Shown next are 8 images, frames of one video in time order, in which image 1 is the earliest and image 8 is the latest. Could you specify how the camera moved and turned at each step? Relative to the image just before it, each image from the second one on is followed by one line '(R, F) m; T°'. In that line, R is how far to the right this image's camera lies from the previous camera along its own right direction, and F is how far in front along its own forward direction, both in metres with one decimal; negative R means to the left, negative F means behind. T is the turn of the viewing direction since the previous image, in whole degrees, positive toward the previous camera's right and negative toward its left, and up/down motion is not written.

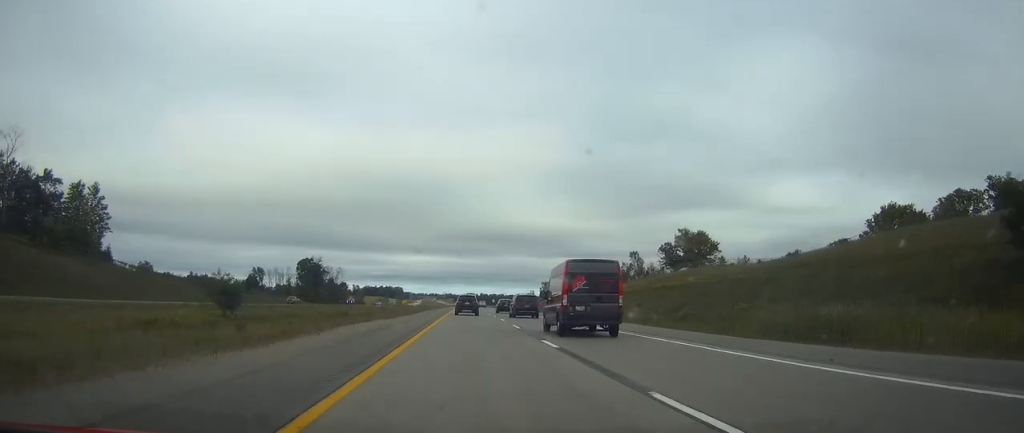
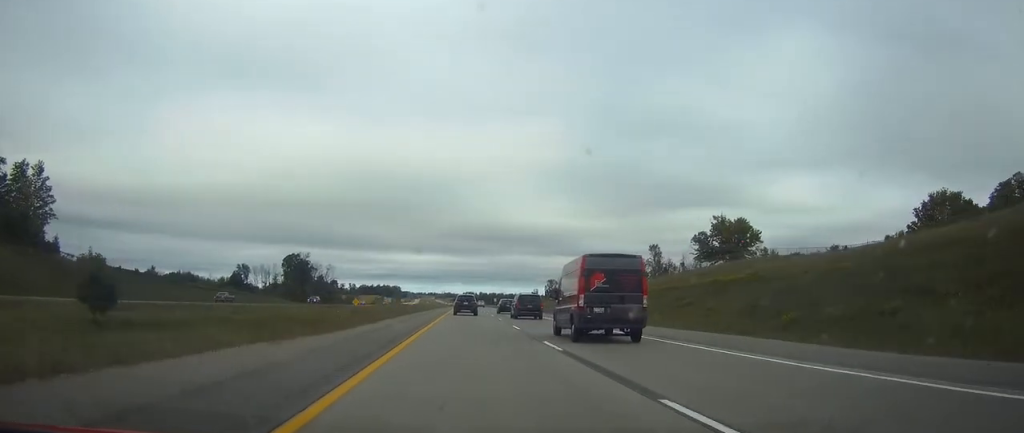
(+0.1, +25.1) m; 0°
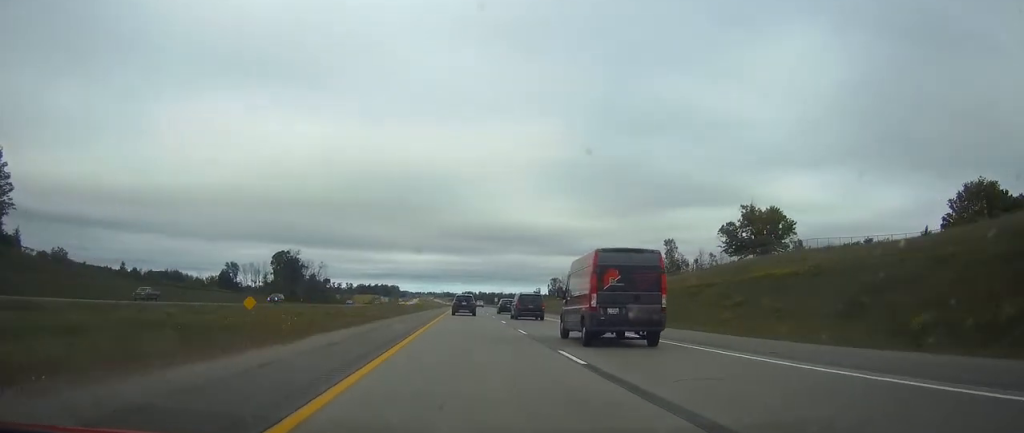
(-0.1, +16.0) m; 0°
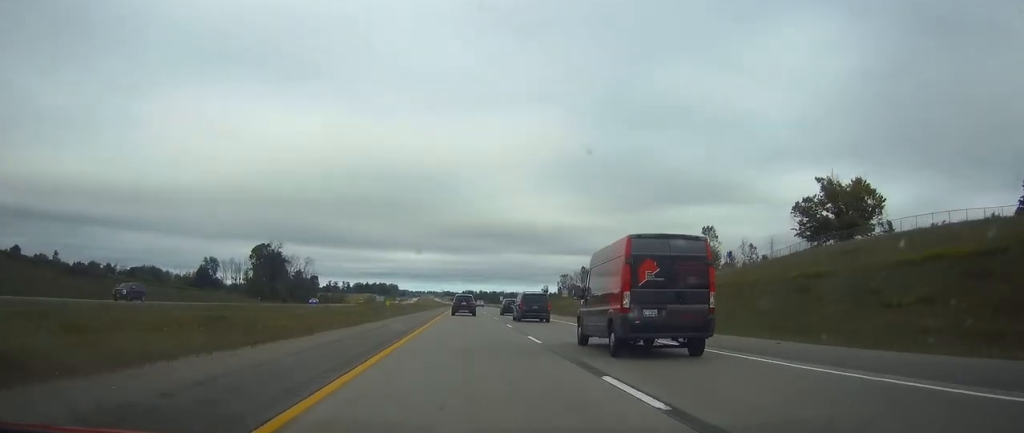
(0.0, +29.7) m; 0°
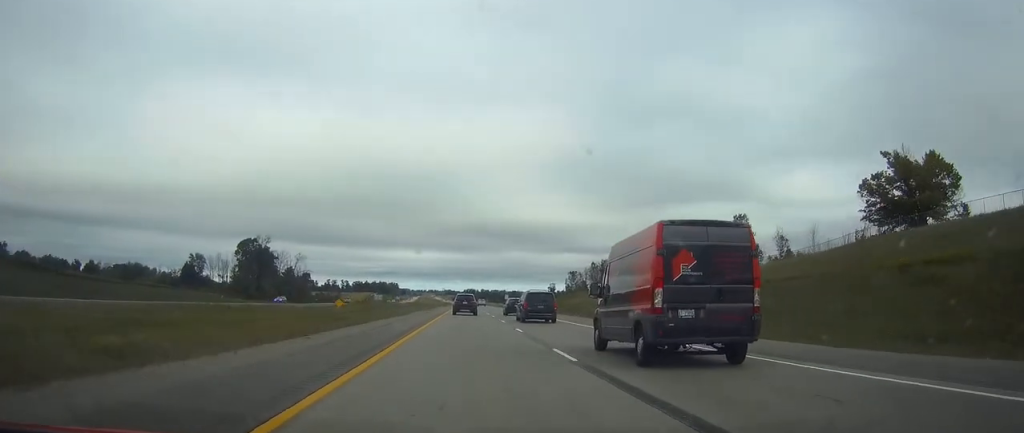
(0.0, +18.3) m; 0°
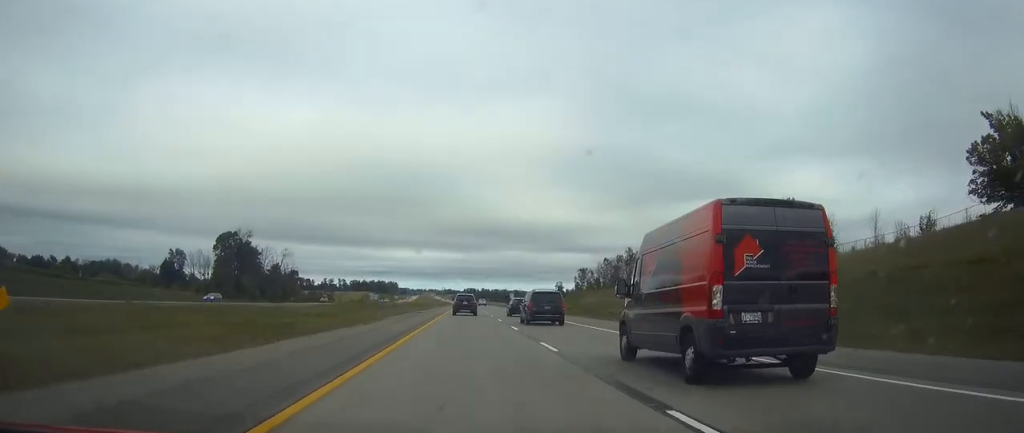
(-0.1, +21.7) m; 0°
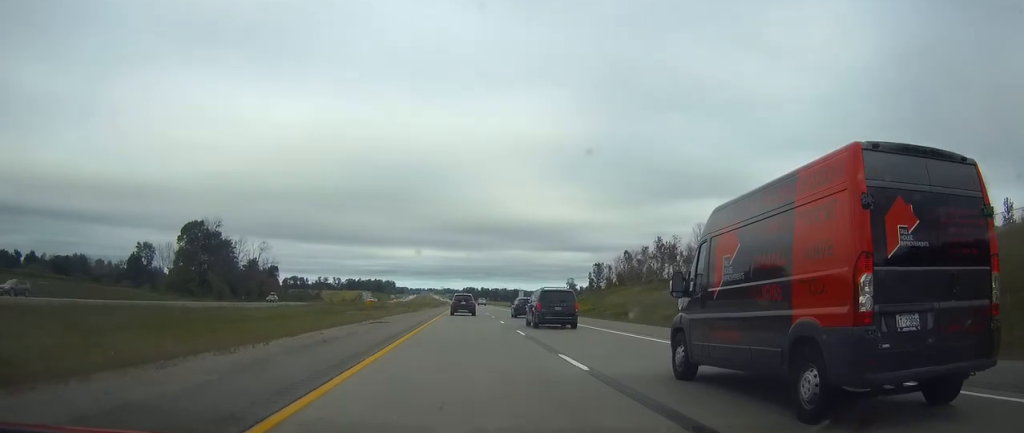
(0.0, +28.7) m; 0°
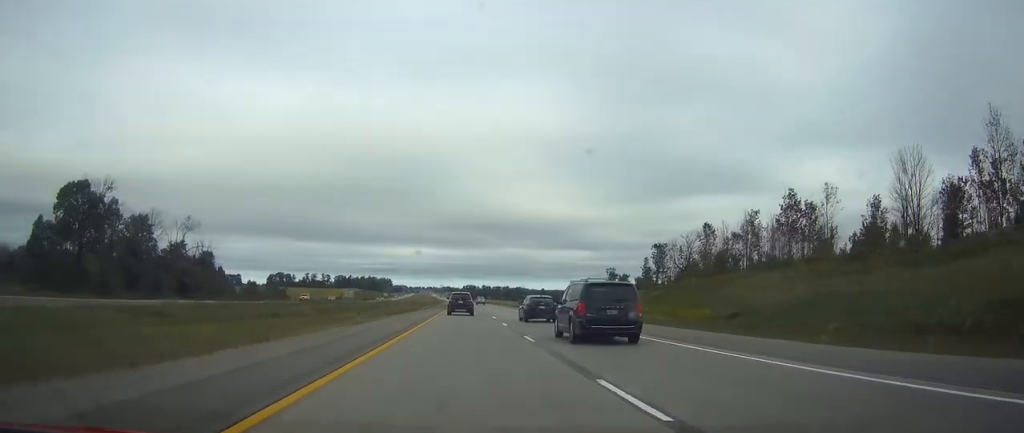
(+0.1, +65.4) m; 0°
